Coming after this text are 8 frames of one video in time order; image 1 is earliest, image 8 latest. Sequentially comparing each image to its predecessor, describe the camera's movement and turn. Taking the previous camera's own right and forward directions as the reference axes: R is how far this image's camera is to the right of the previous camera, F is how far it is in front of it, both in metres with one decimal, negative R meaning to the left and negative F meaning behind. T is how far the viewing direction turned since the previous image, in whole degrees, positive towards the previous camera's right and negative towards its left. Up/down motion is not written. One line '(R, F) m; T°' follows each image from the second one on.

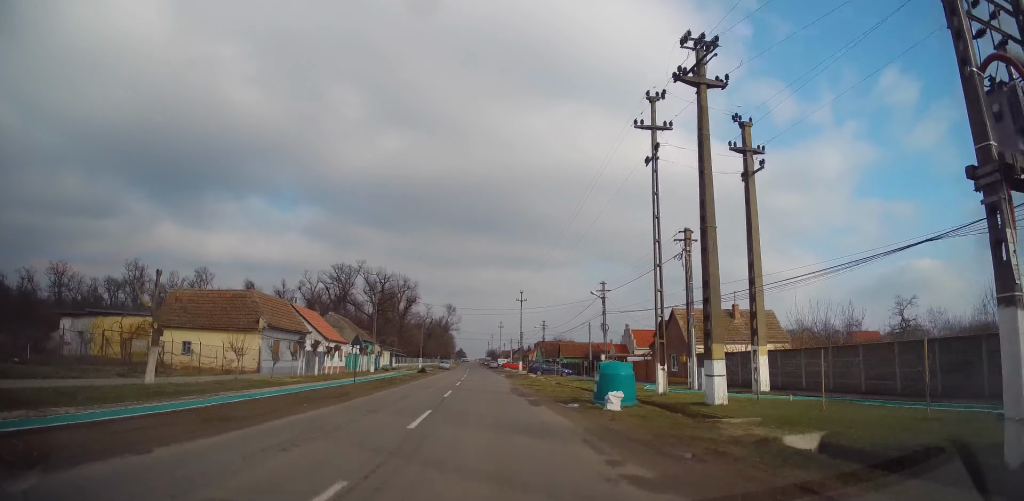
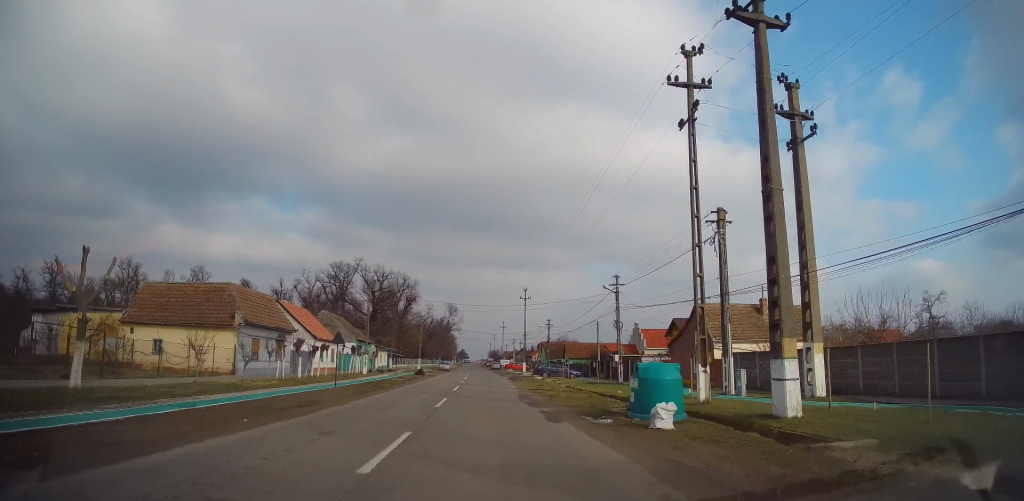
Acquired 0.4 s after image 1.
(0.0, +4.1) m; -1°
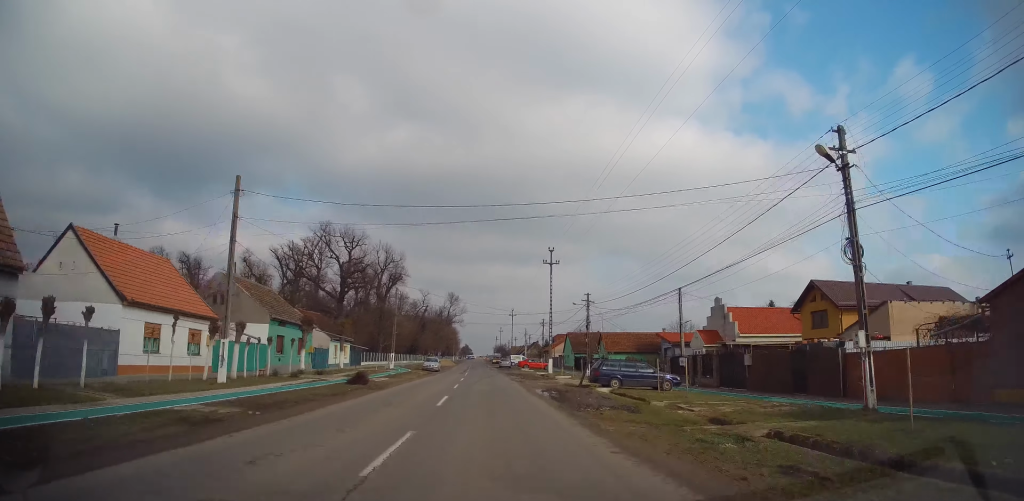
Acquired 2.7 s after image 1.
(-0.9, +26.3) m; 0°
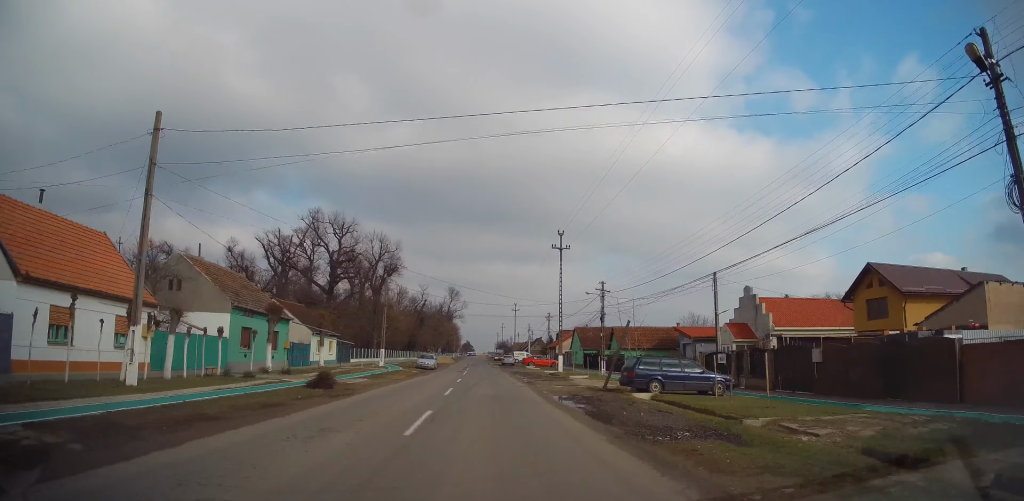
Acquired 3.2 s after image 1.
(0.0, +6.1) m; +1°
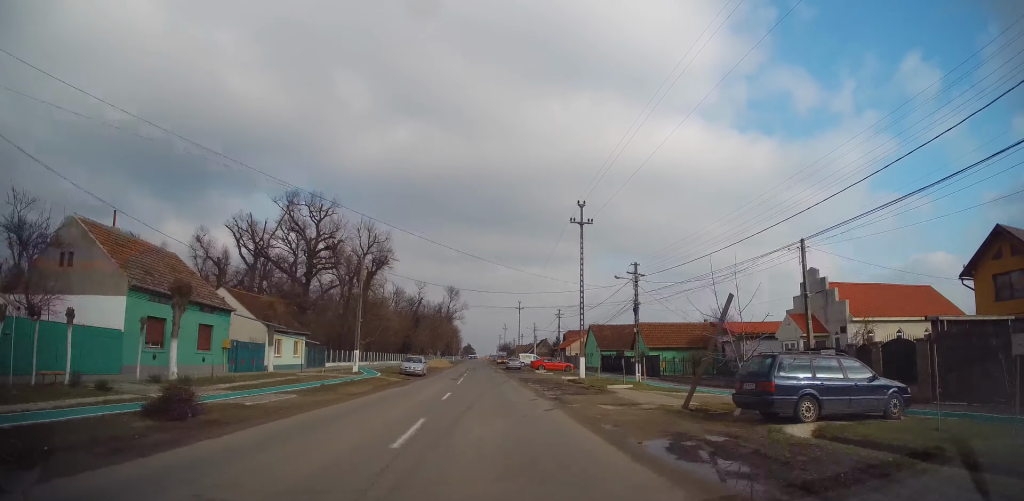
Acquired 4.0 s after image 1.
(+0.5, +10.1) m; 0°
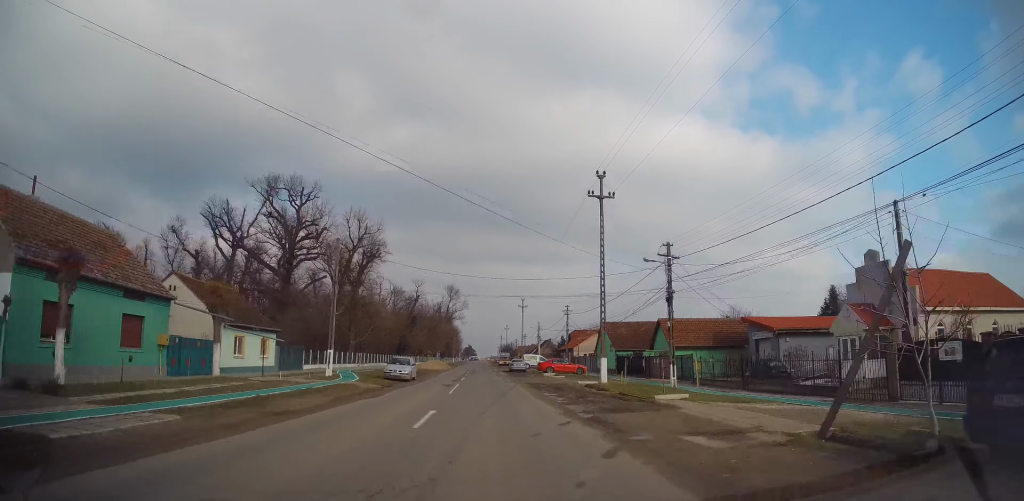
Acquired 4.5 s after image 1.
(-0.3, +6.5) m; -2°
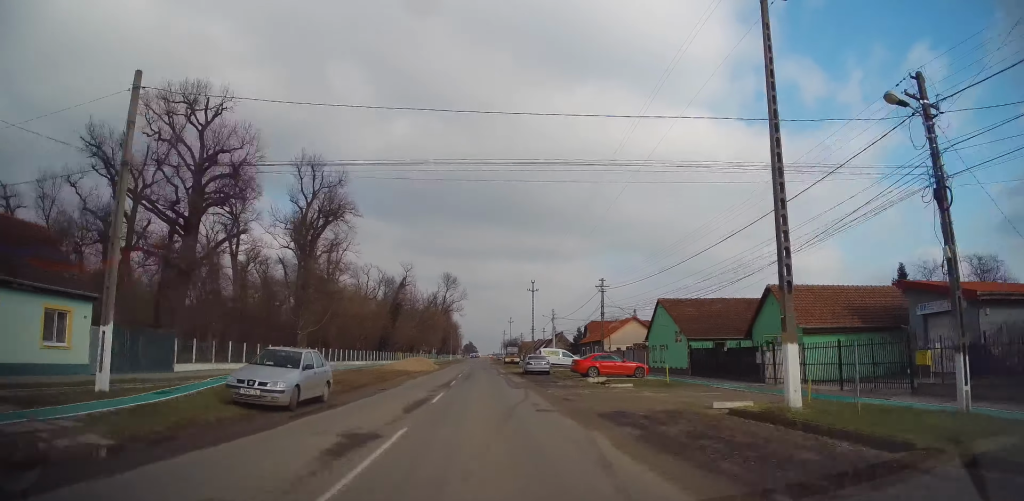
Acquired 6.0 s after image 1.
(-1.1, +19.1) m; -3°
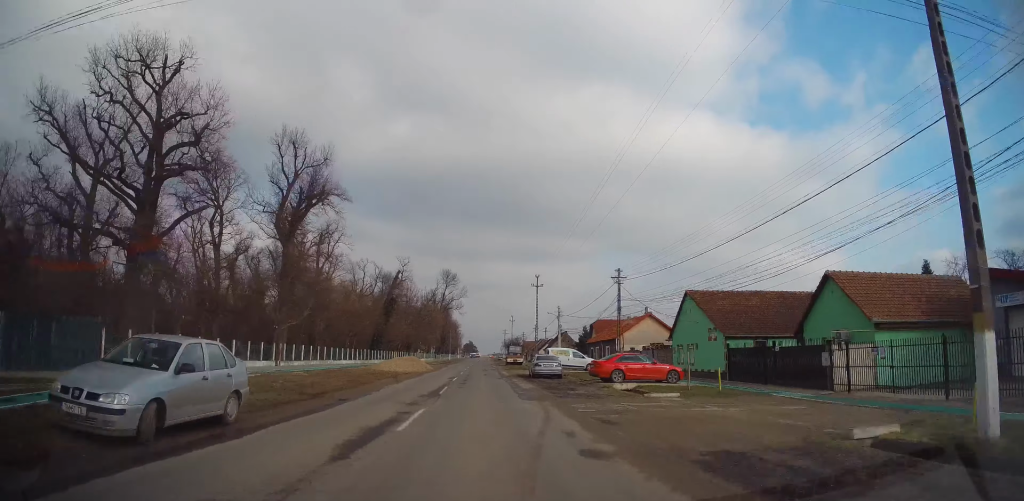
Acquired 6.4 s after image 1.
(+0.2, +5.7) m; +1°
